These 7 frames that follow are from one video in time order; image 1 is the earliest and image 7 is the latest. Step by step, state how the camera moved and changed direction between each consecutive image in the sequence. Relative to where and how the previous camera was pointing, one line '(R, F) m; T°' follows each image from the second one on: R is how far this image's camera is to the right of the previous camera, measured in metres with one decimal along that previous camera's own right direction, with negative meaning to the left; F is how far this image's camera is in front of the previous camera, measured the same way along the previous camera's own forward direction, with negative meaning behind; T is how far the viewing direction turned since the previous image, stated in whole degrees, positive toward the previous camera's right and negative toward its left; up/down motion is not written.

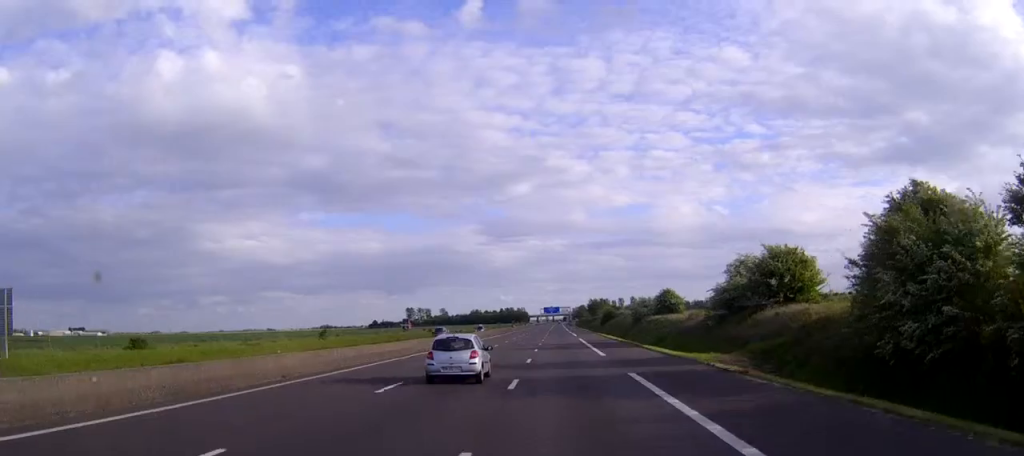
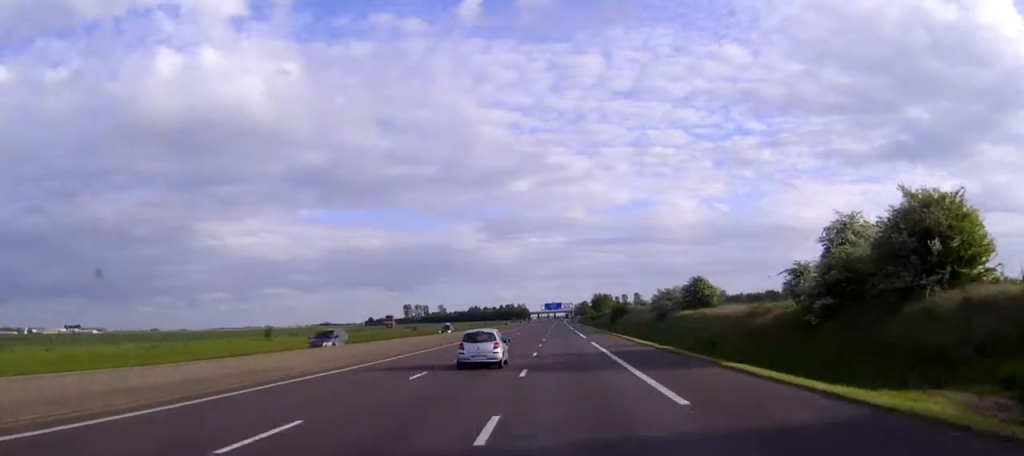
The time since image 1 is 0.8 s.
(0.0, +22.2) m; 0°
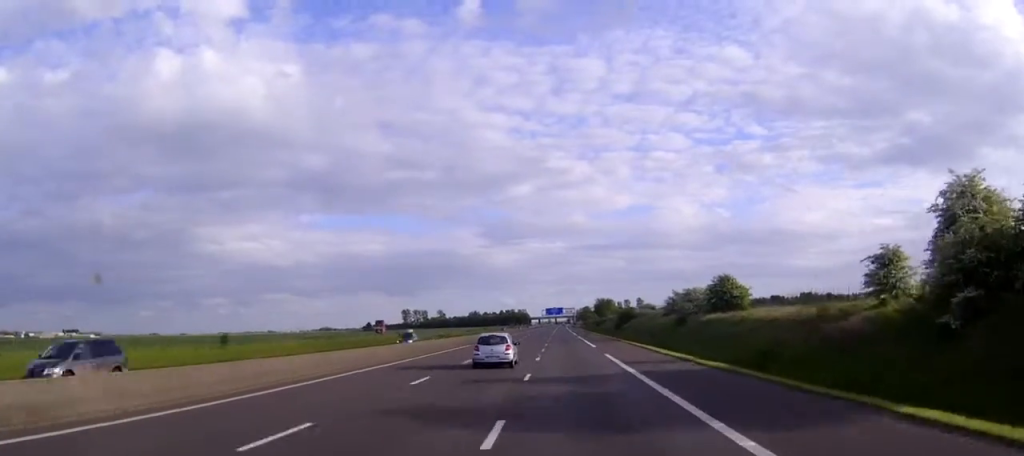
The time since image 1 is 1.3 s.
(0.0, +12.9) m; 0°
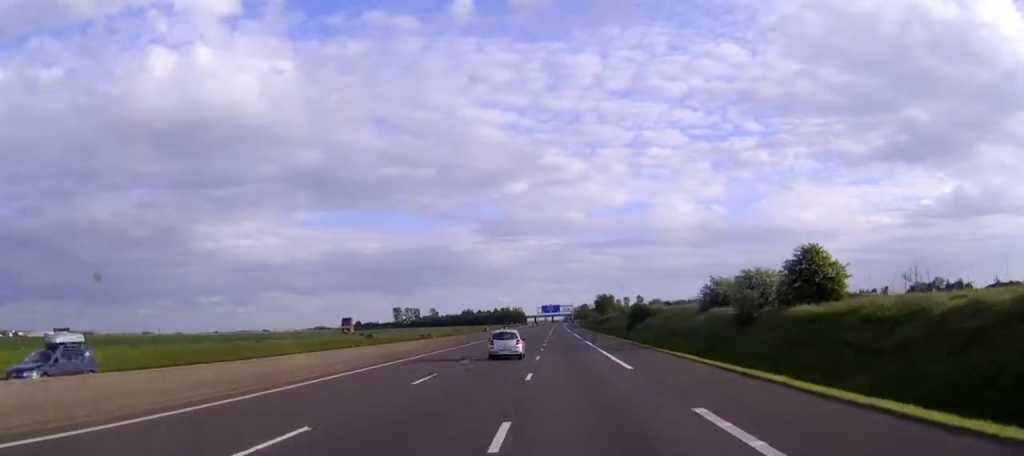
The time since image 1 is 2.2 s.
(0.0, +25.9) m; 0°
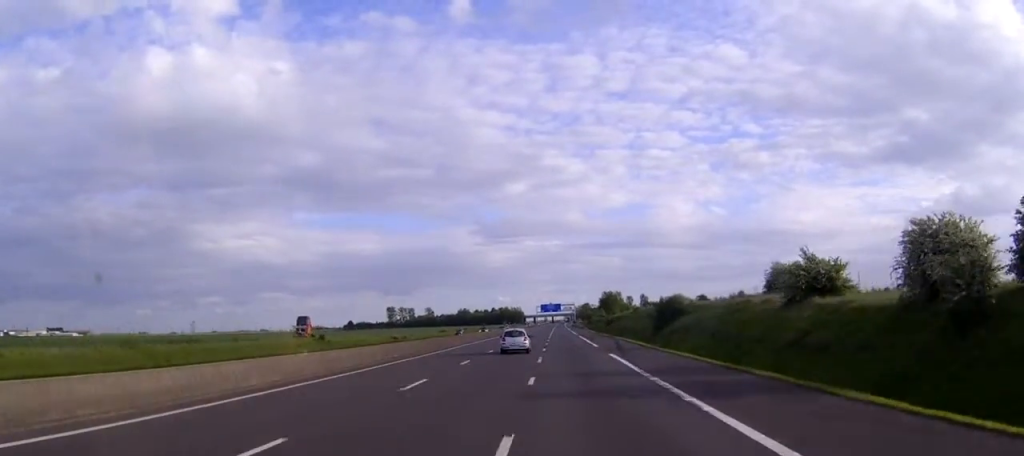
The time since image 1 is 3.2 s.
(0.0, +27.8) m; 0°
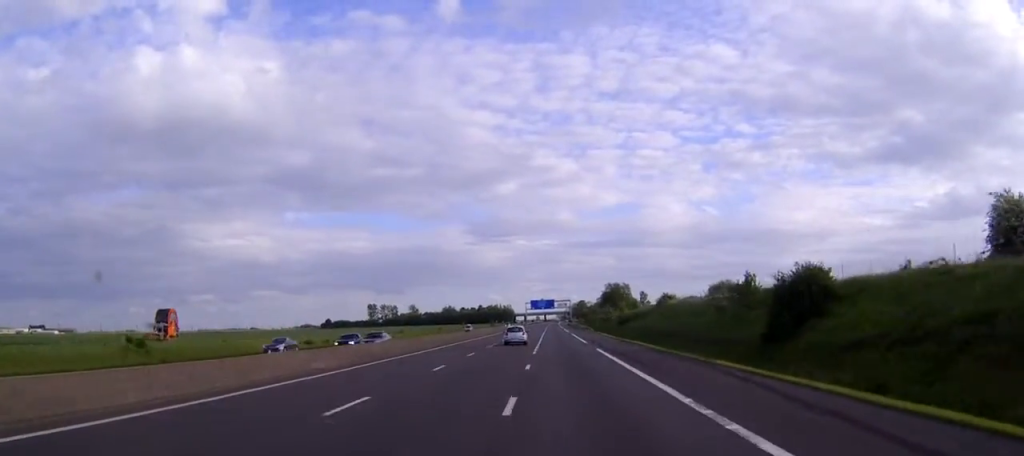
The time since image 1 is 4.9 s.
(+0.3, +46.2) m; 0°
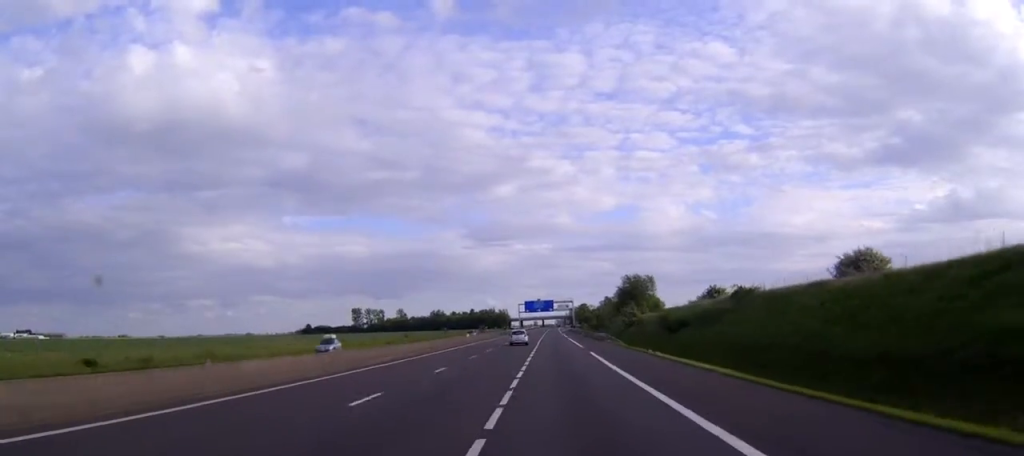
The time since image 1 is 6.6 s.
(-0.1, +48.9) m; 0°
